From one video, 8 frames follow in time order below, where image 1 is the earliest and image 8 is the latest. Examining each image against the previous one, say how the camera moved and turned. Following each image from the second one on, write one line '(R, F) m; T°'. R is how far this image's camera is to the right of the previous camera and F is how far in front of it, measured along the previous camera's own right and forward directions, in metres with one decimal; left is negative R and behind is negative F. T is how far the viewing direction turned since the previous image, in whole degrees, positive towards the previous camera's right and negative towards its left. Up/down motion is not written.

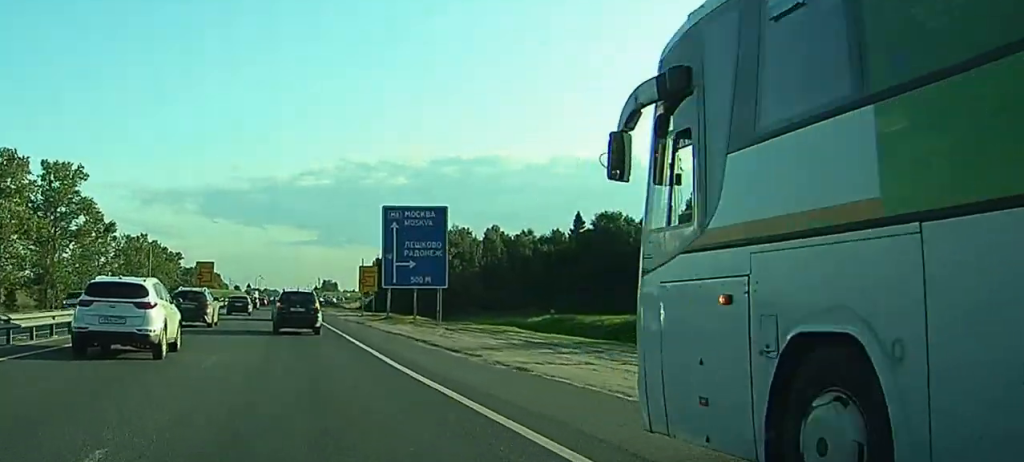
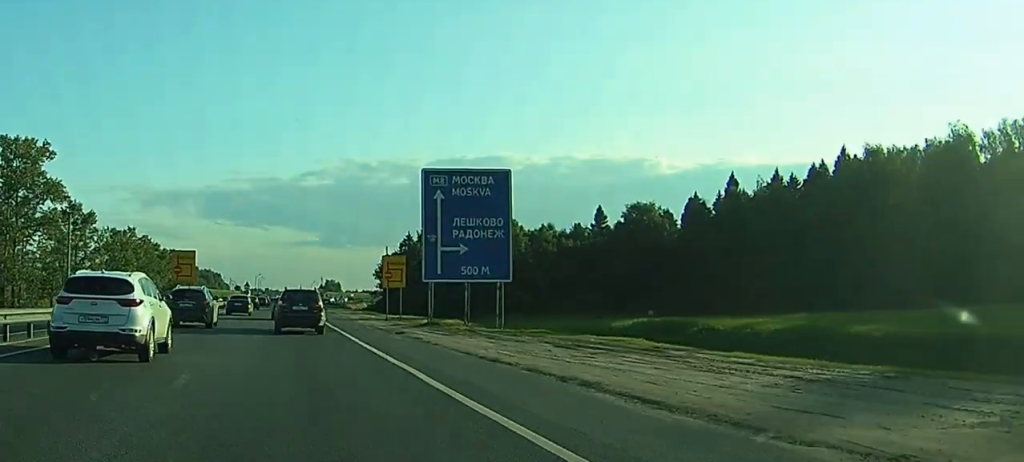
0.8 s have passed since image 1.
(0.0, +16.2) m; 0°
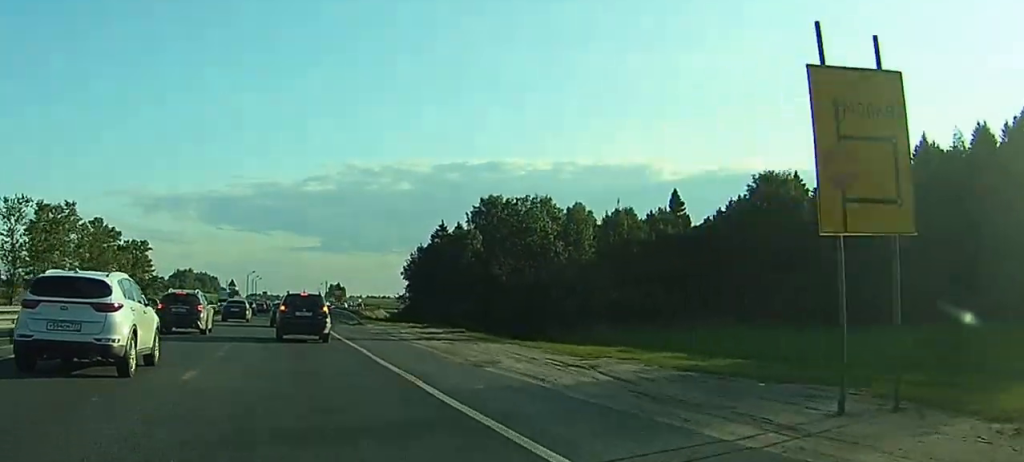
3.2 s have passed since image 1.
(-0.7, +48.7) m; -1°
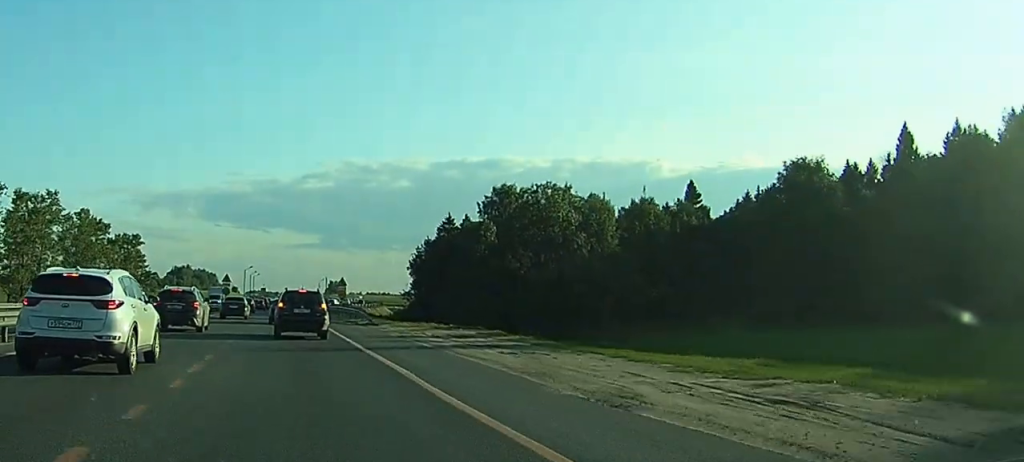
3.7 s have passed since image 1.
(0.0, +9.1) m; 0°
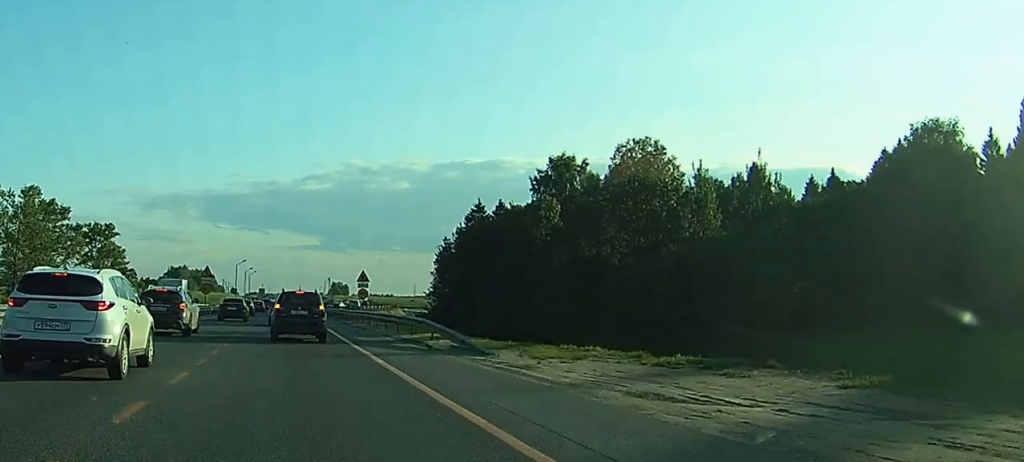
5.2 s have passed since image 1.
(+0.1, +27.4) m; 0°
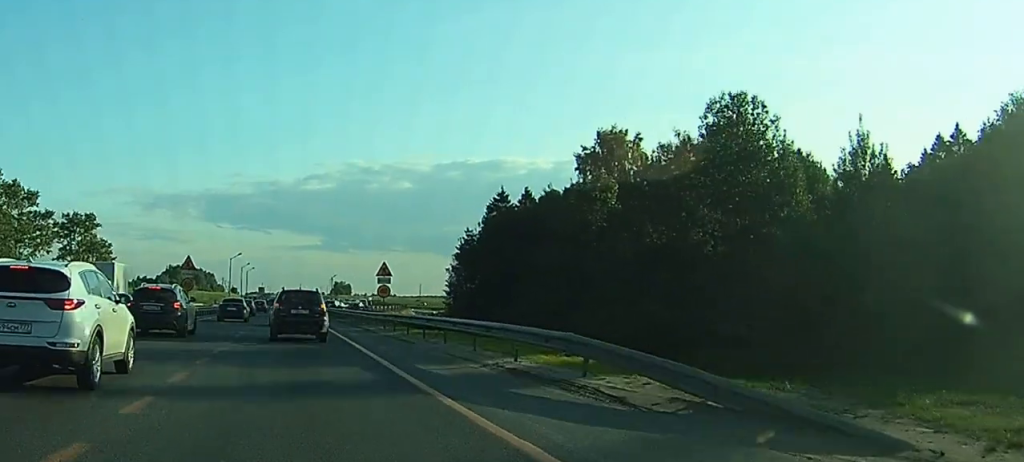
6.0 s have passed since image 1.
(-0.1, +15.4) m; 0°
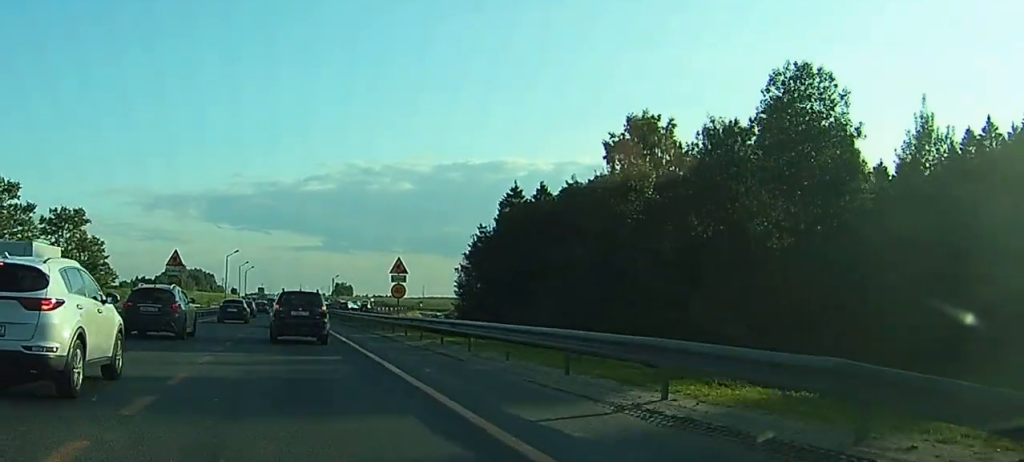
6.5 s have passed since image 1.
(-0.1, +7.5) m; 0°
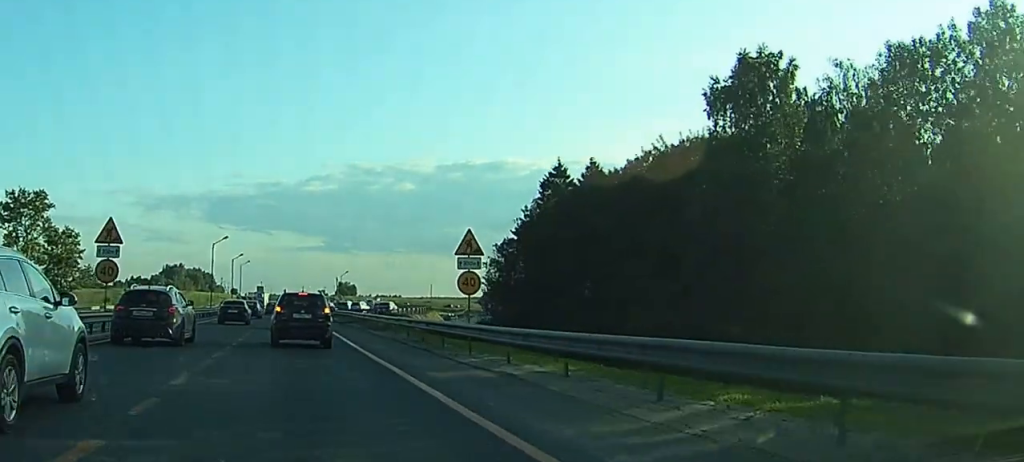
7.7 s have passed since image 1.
(+0.4, +19.9) m; +1°
